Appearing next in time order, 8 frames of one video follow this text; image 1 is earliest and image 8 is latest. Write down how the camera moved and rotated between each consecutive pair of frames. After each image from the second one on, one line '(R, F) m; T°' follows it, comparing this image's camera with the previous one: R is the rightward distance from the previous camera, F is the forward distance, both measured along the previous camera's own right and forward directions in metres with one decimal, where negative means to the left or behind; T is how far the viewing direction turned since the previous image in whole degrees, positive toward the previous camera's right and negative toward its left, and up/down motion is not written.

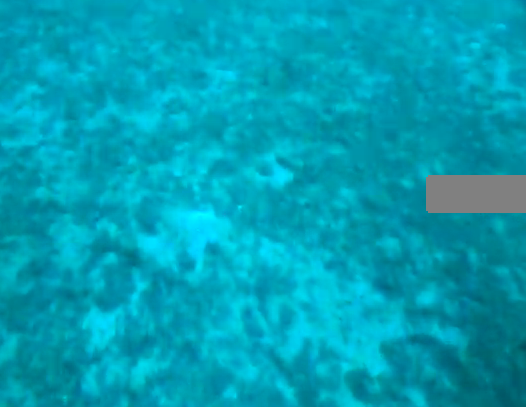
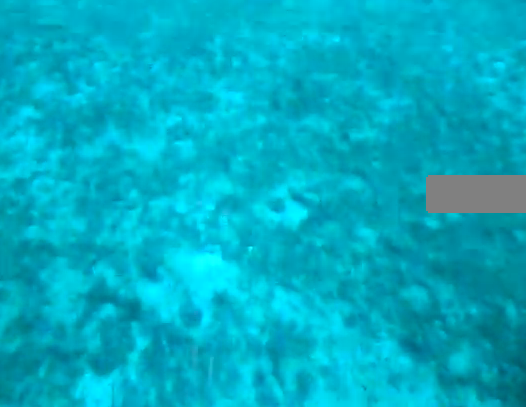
(+0.5, +25.9) m; 0°
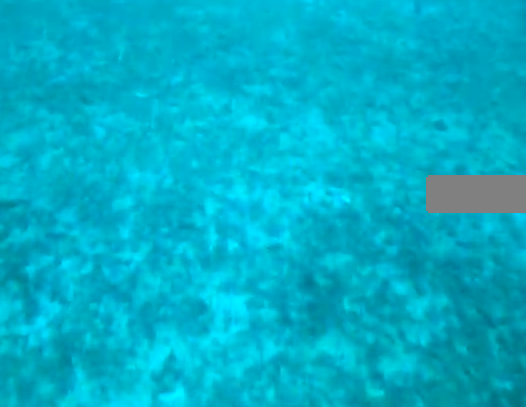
(-4.5, +90.0) m; -2°
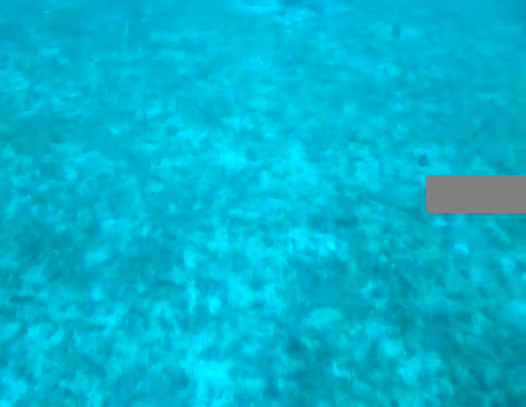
(+1.3, +23.7) m; +2°
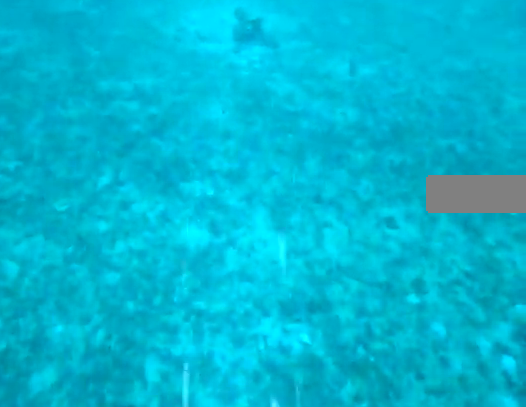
(+1.1, +42.4) m; 0°
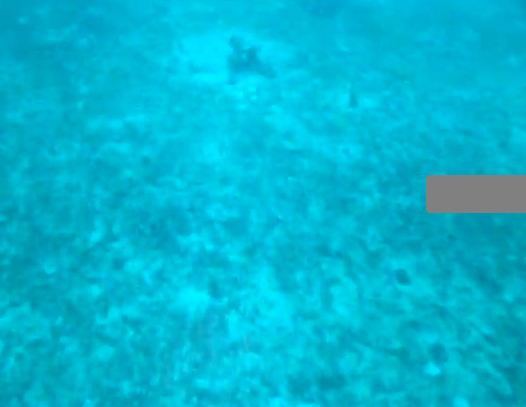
(-0.6, +30.0) m; -1°
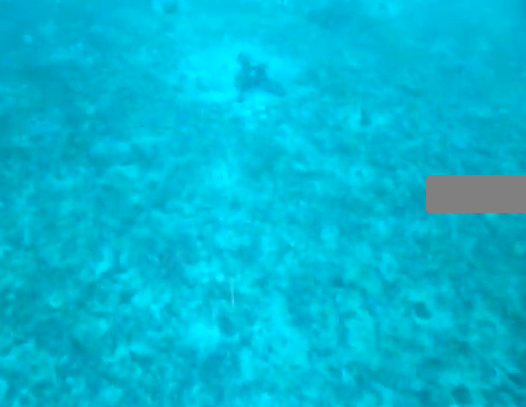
(-0.1, +13.7) m; -1°
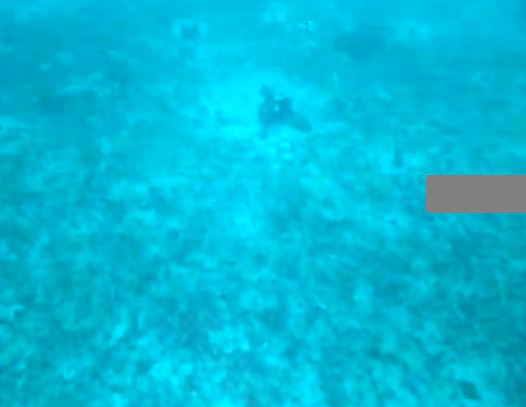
(0.0, +30.4) m; 0°
